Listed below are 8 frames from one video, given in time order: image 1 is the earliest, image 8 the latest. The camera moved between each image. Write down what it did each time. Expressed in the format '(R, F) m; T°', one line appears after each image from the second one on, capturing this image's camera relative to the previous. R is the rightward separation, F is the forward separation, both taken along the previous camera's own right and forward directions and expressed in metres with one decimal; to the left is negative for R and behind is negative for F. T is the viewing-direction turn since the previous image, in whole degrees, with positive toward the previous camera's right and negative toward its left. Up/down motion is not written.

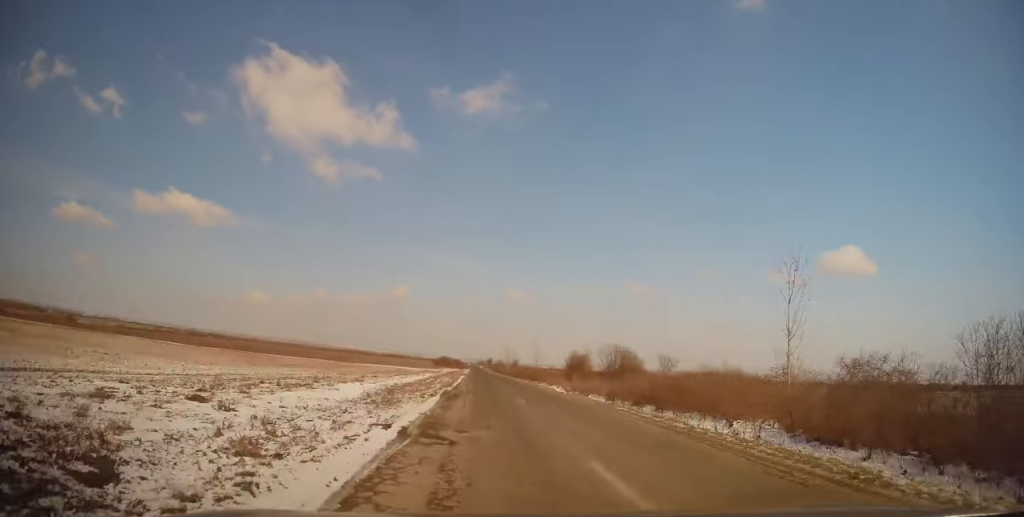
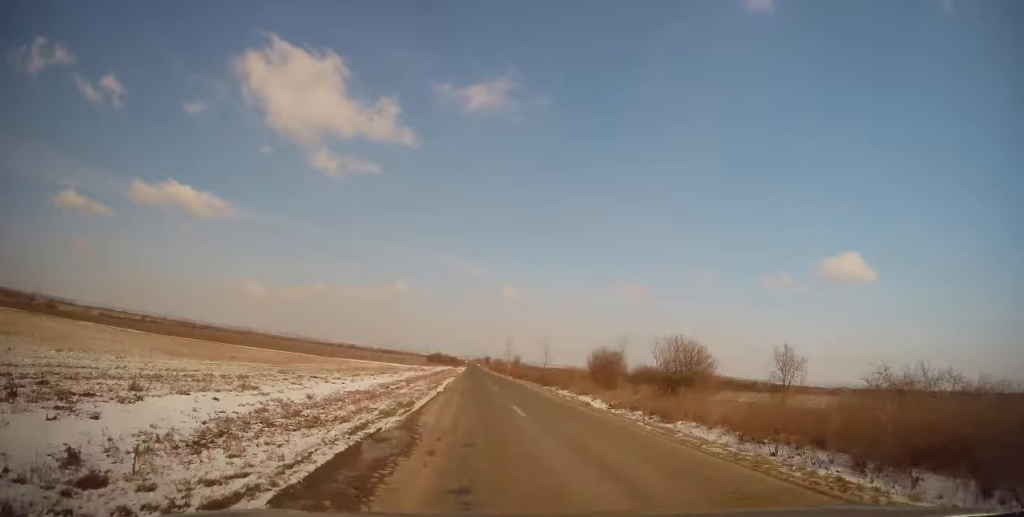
(-0.2, +15.0) m; 0°
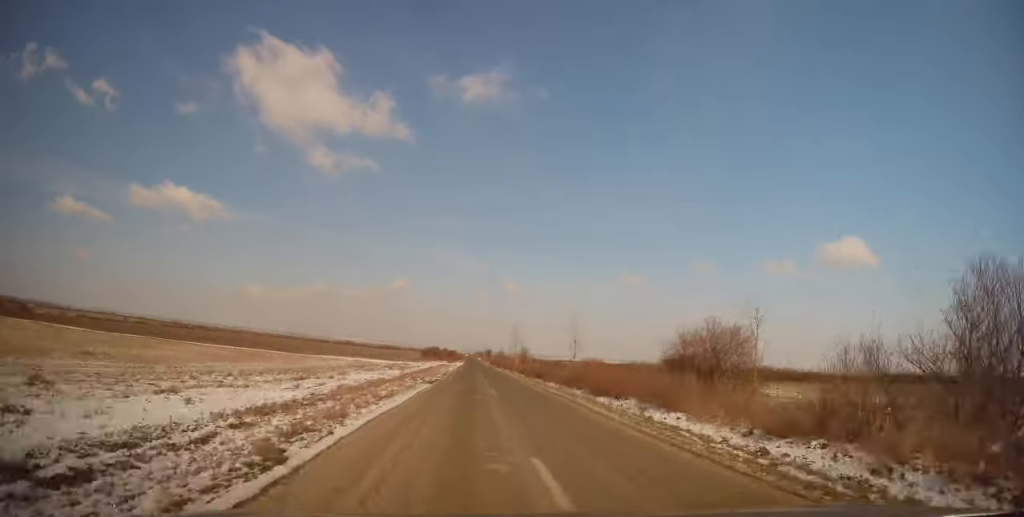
(+0.3, +21.4) m; 0°
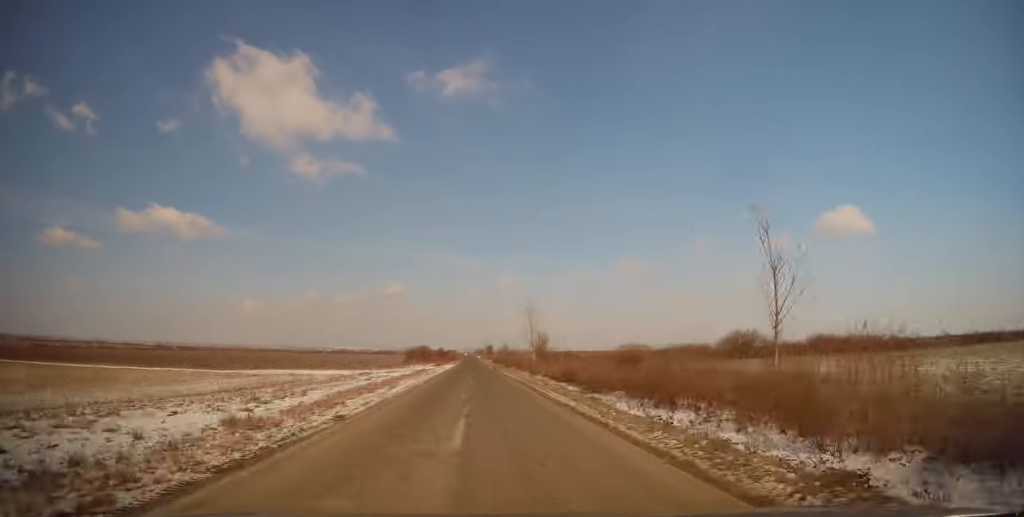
(-0.2, +32.2) m; -1°
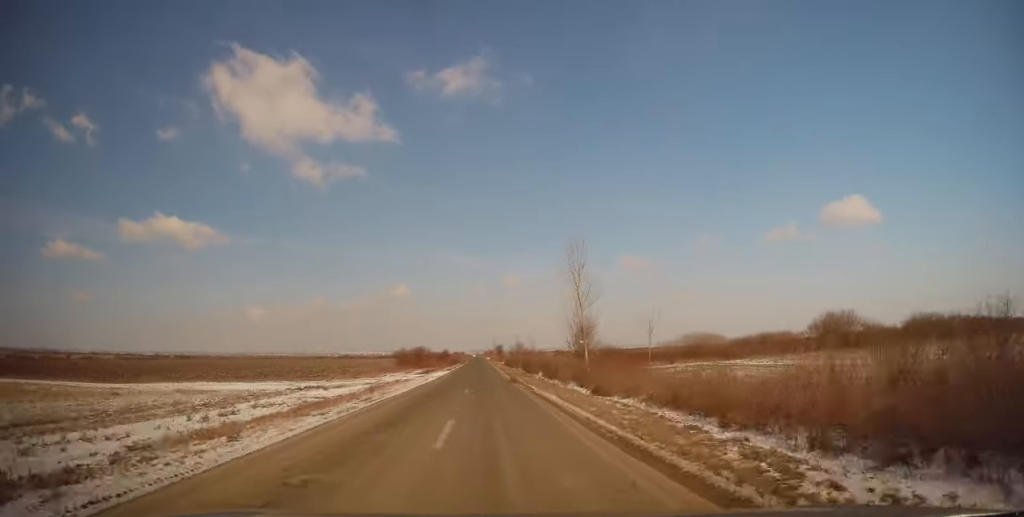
(-0.1, +24.4) m; 0°
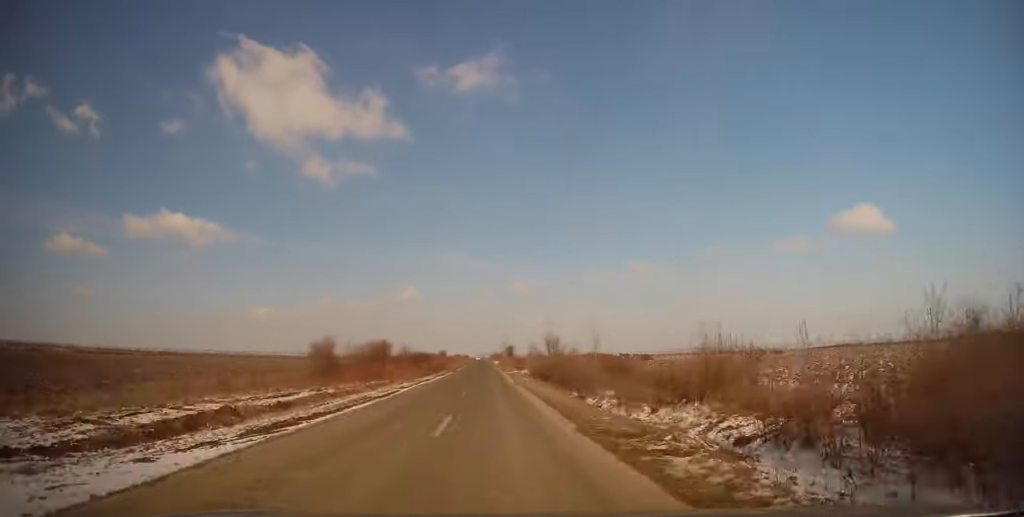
(+0.3, +48.4) m; 0°
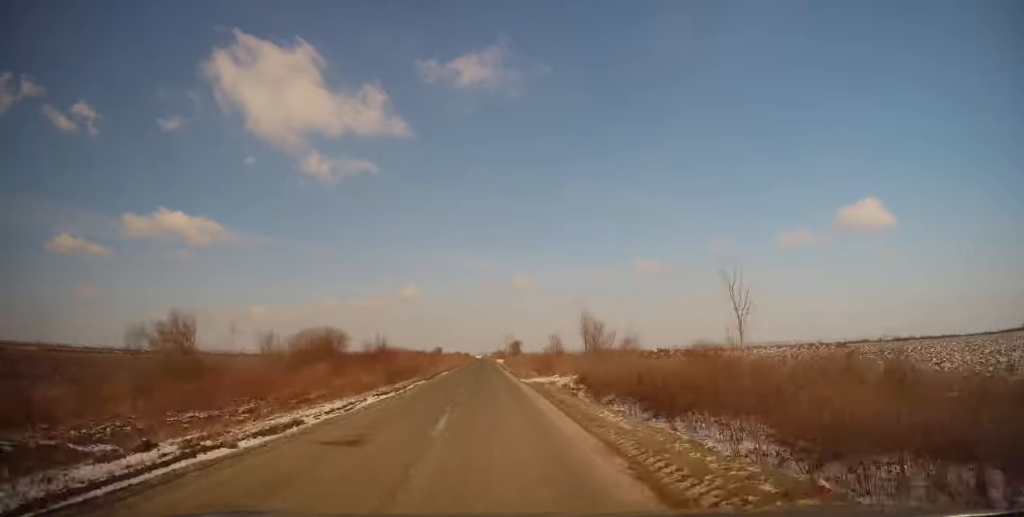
(-0.3, +24.8) m; -1°
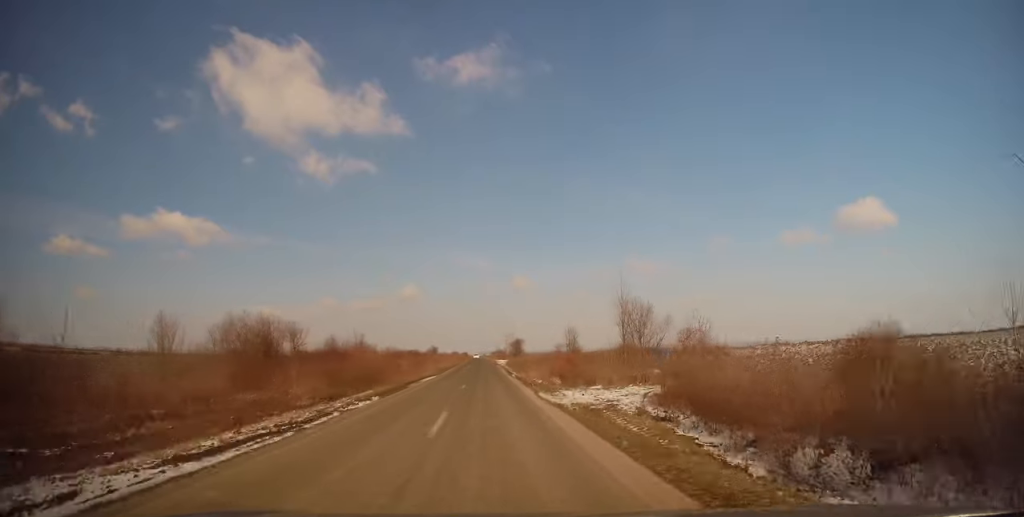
(-0.1, +12.8) m; 0°
